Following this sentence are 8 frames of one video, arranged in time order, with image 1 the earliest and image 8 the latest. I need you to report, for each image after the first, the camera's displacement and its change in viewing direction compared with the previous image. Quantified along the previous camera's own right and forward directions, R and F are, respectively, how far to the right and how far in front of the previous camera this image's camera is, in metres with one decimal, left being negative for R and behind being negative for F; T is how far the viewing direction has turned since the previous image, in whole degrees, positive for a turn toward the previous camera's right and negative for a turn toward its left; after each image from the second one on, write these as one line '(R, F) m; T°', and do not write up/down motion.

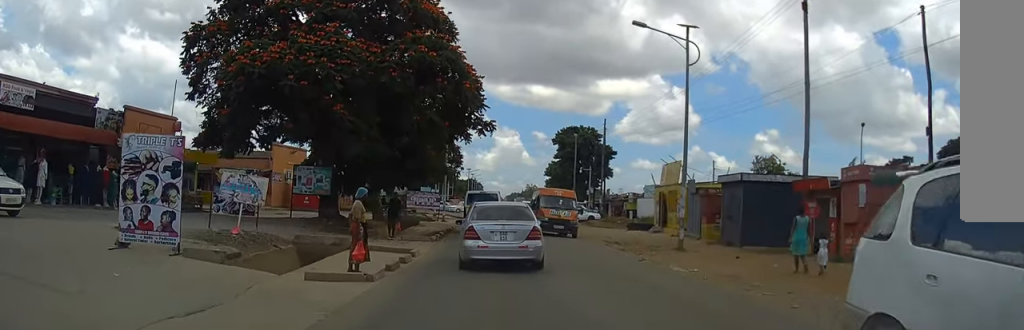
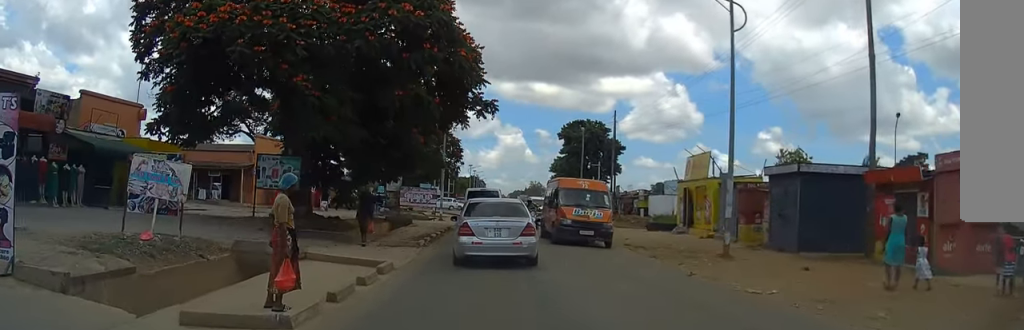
(+0.1, +4.6) m; 0°
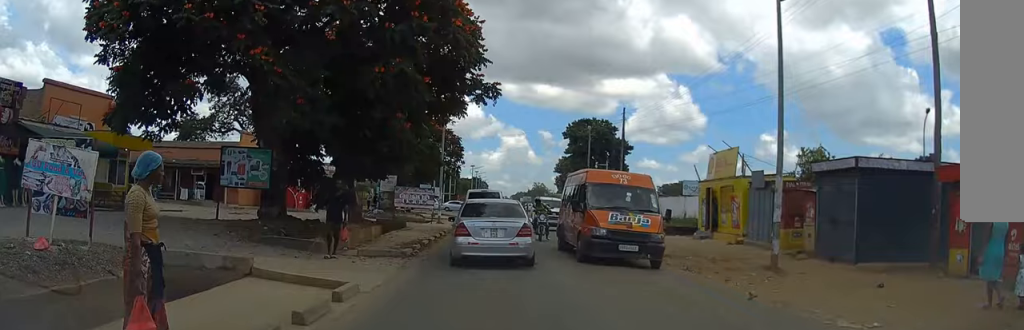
(-0.1, +3.3) m; -1°
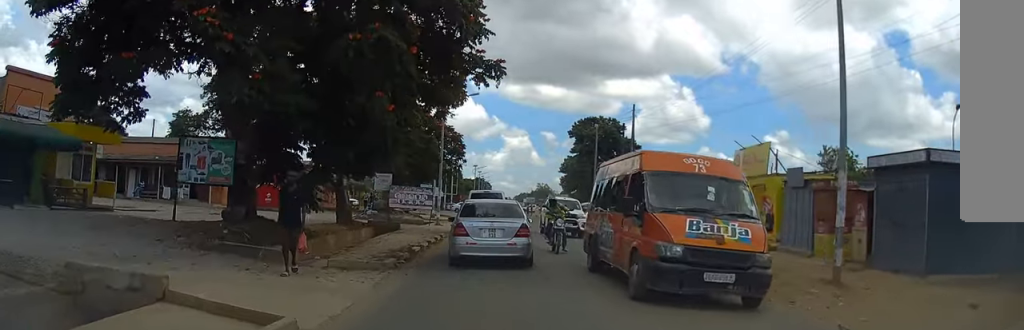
(0.0, +3.0) m; 0°
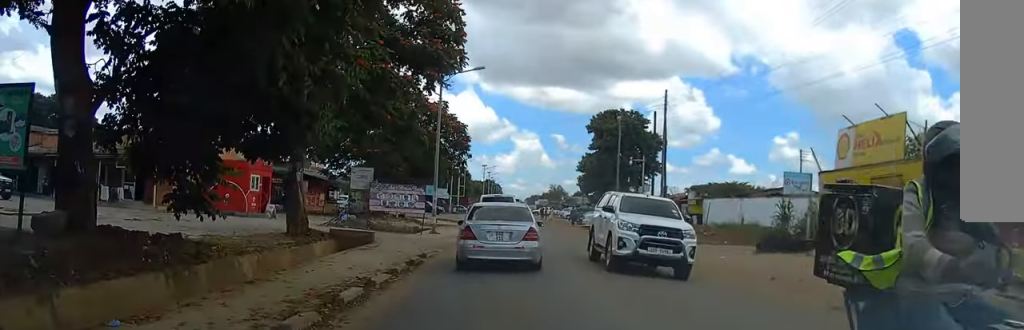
(+0.2, +8.3) m; +2°
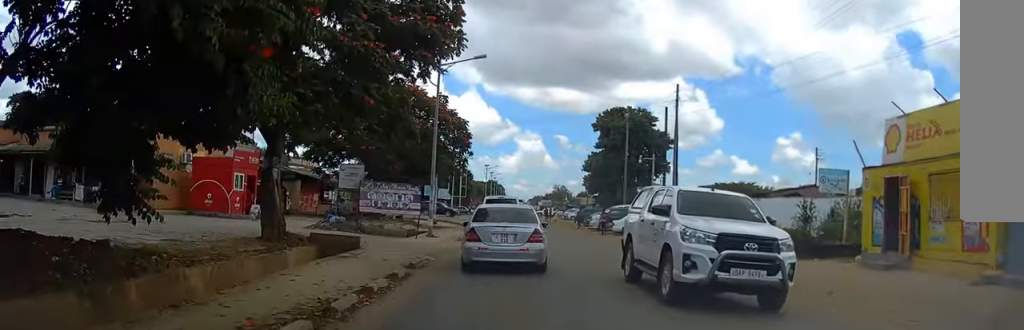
(+0.1, +2.7) m; 0°
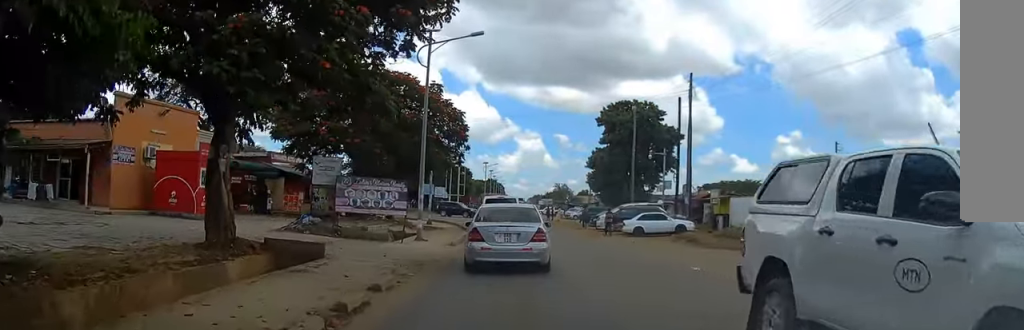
(-0.1, +3.8) m; -1°
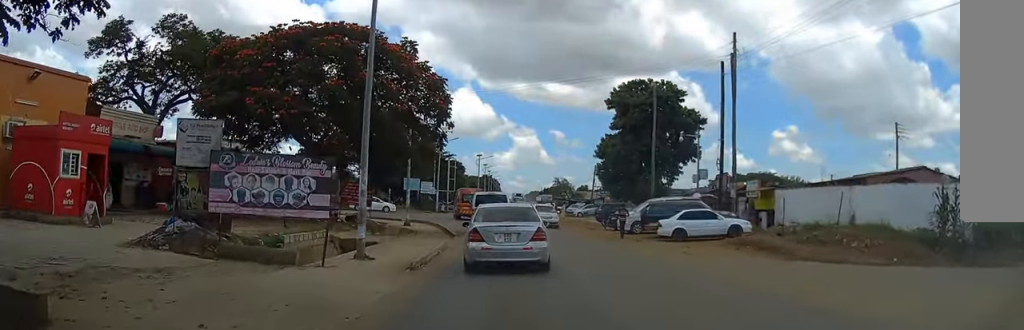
(-0.1, +9.9) m; -1°
